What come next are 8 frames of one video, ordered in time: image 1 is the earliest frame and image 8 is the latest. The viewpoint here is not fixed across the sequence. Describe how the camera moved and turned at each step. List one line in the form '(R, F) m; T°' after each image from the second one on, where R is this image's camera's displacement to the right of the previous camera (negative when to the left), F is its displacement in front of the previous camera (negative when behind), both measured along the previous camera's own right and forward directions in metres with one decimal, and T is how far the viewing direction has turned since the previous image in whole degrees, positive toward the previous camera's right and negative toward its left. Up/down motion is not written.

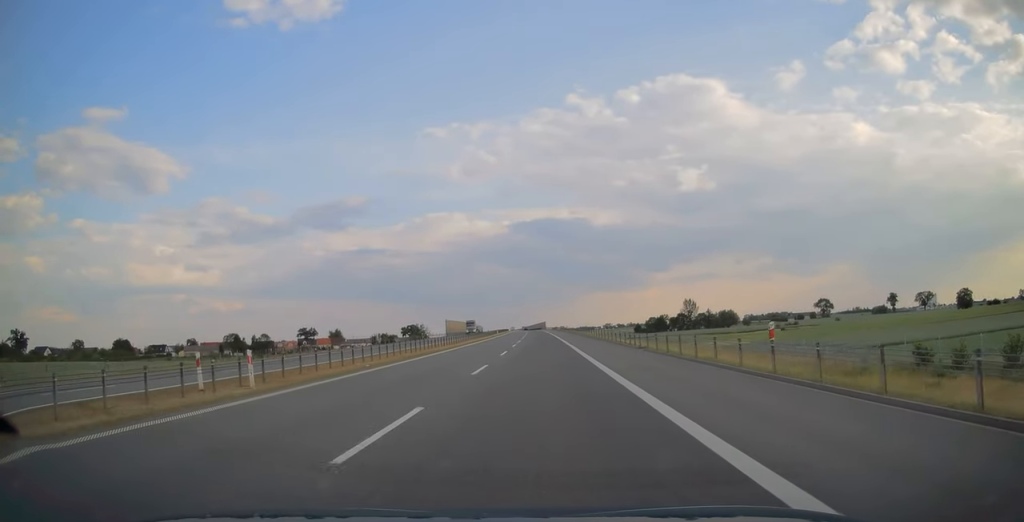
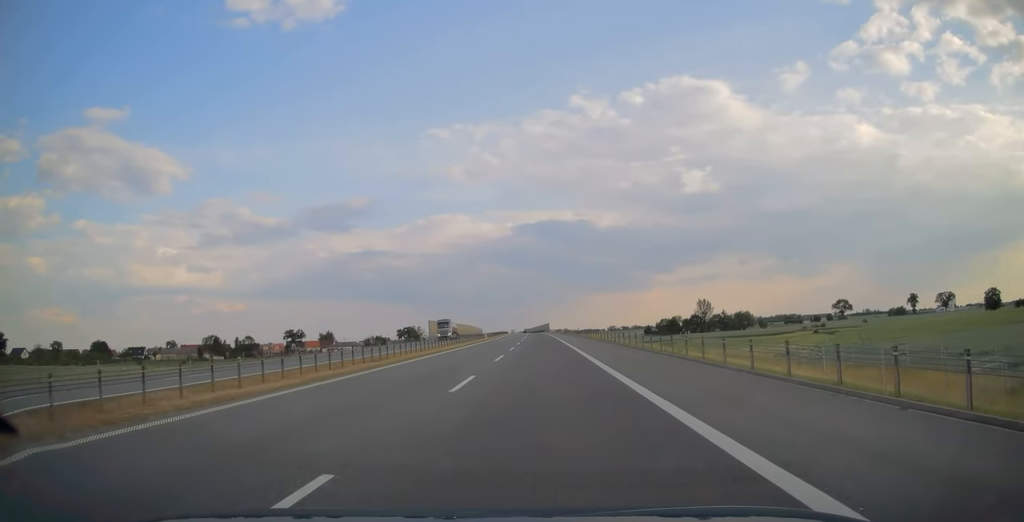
(-0.1, +28.9) m; -1°
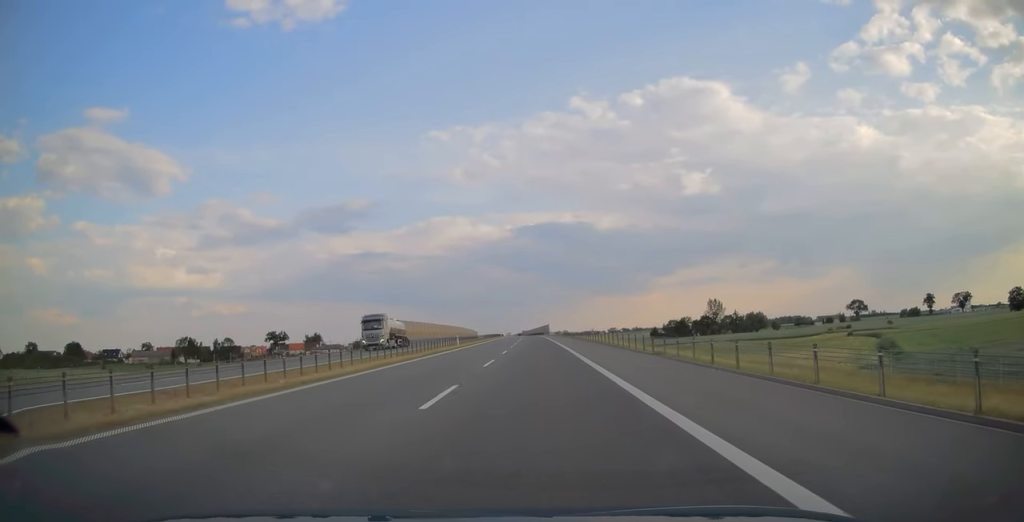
(-0.1, +26.7) m; 0°
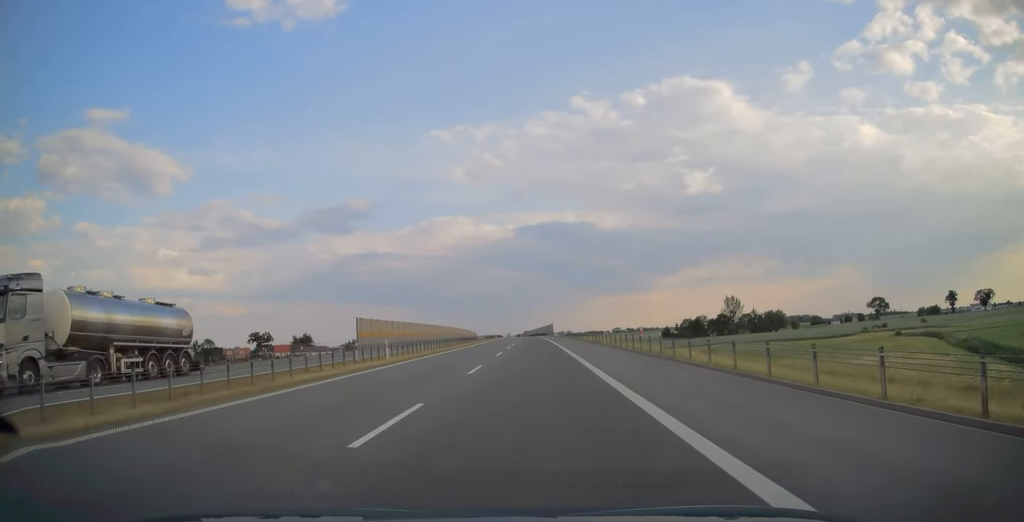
(0.0, +27.7) m; 0°
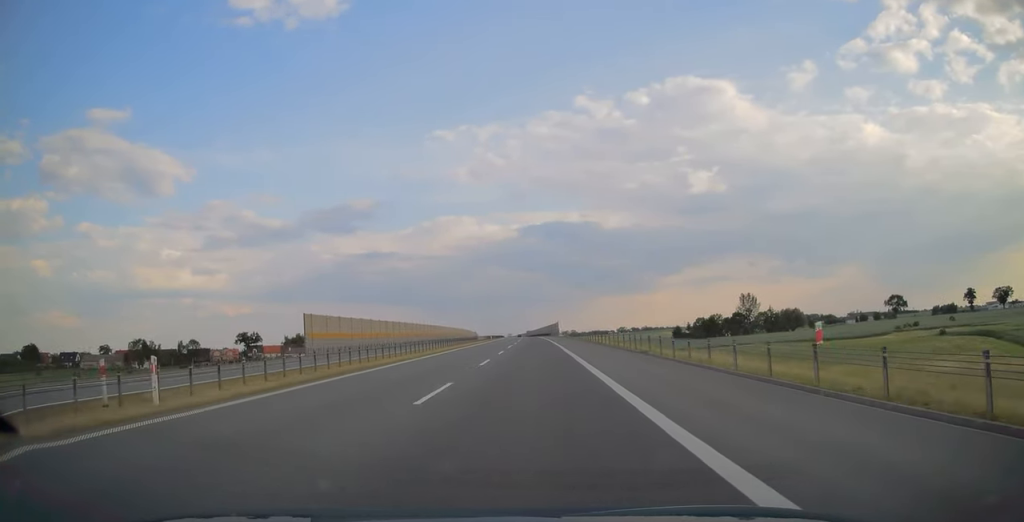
(0.0, +20.1) m; 0°
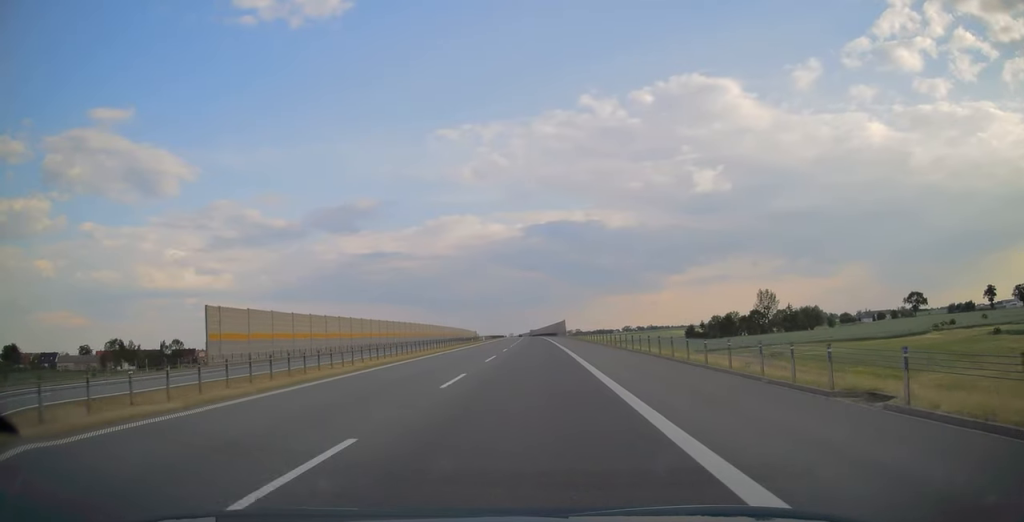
(0.0, +20.6) m; 0°
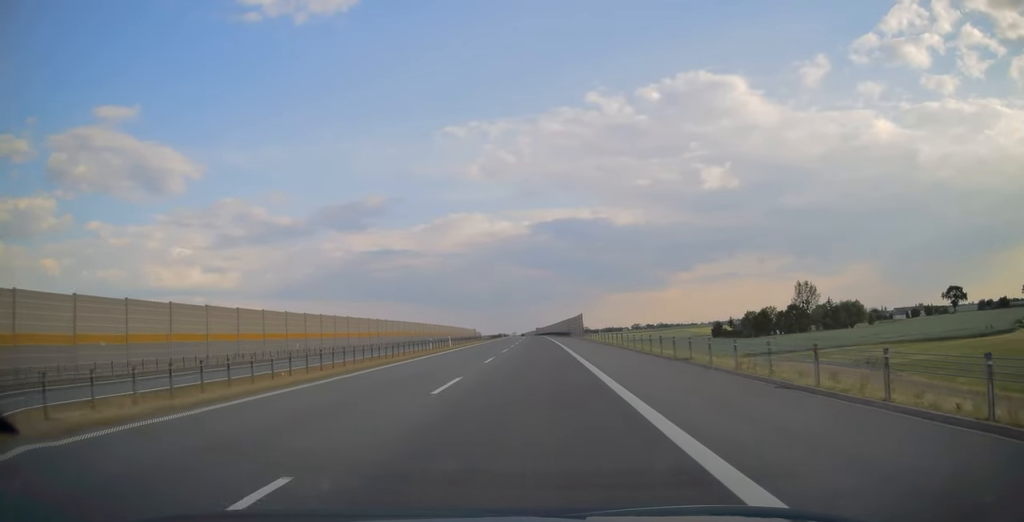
(-0.1, +37.4) m; 0°
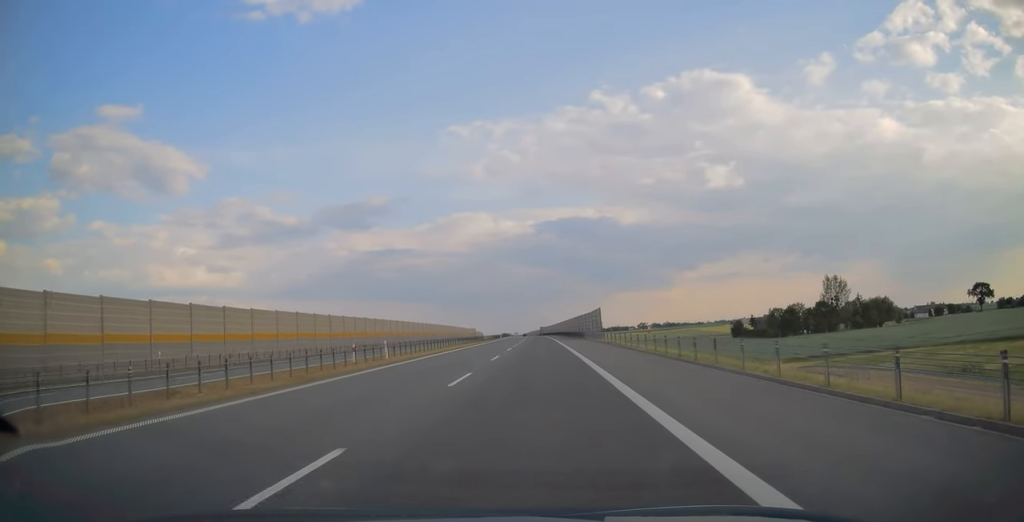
(-0.1, +22.8) m; 0°
